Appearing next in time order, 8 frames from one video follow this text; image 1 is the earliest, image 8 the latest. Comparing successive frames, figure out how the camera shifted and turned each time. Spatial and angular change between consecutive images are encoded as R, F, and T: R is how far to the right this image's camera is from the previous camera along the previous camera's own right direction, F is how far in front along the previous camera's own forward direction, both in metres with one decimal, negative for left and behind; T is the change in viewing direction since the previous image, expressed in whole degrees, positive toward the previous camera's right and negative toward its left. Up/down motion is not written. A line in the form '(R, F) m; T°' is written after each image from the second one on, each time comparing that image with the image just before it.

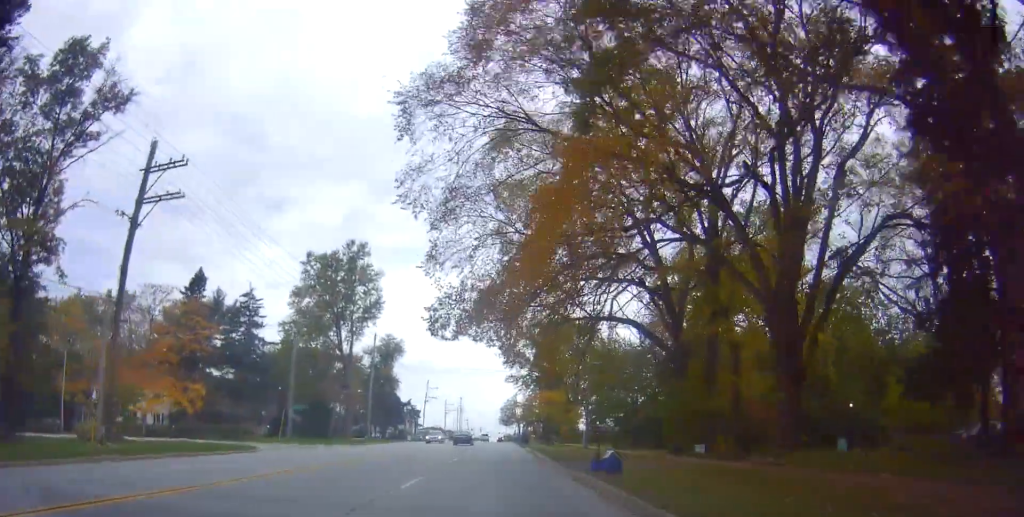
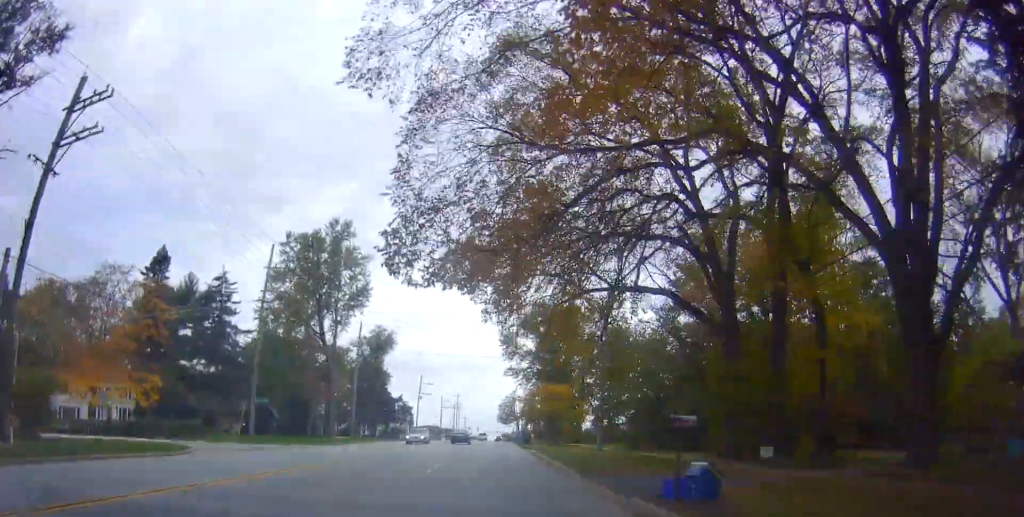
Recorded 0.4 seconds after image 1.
(+0.2, +7.9) m; 0°
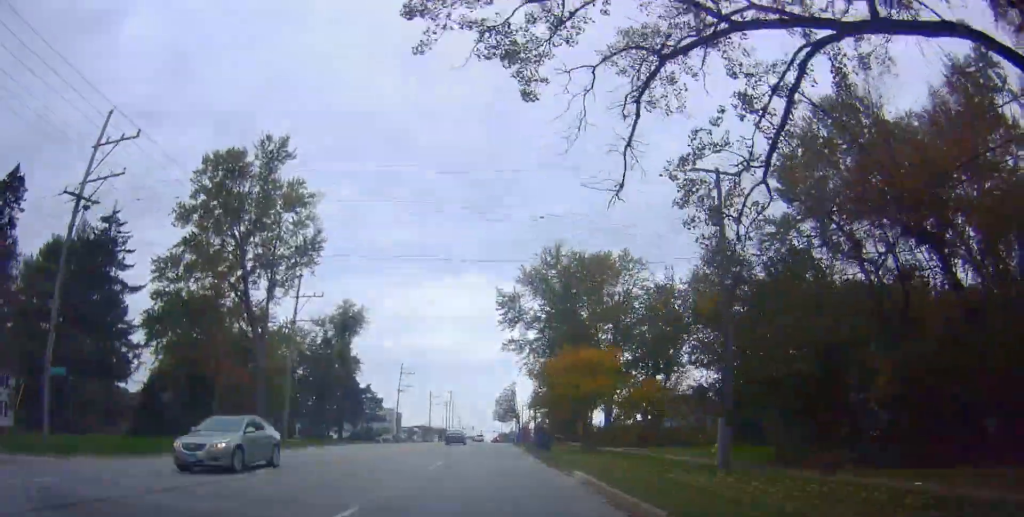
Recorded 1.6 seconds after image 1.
(-0.4, +23.3) m; 0°
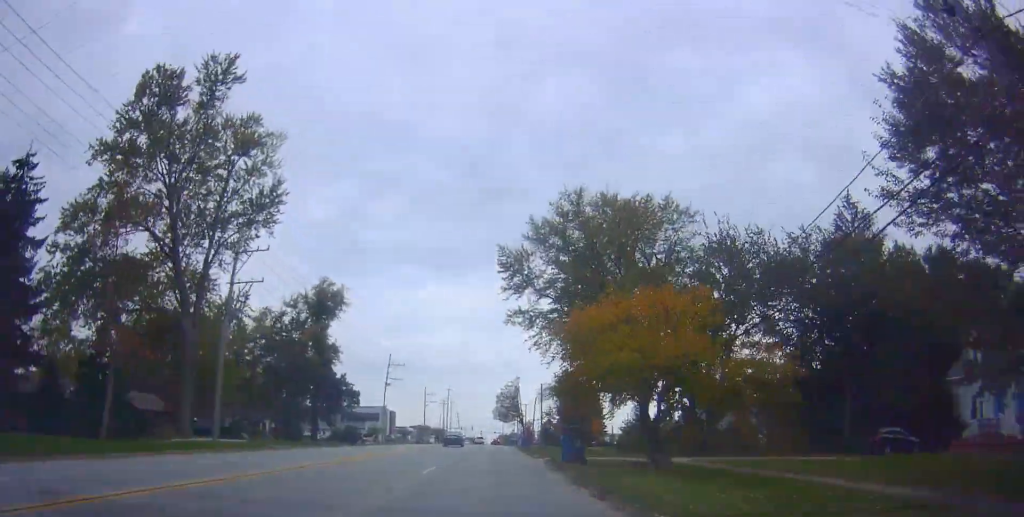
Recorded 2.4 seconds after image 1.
(+0.3, +14.0) m; +1°
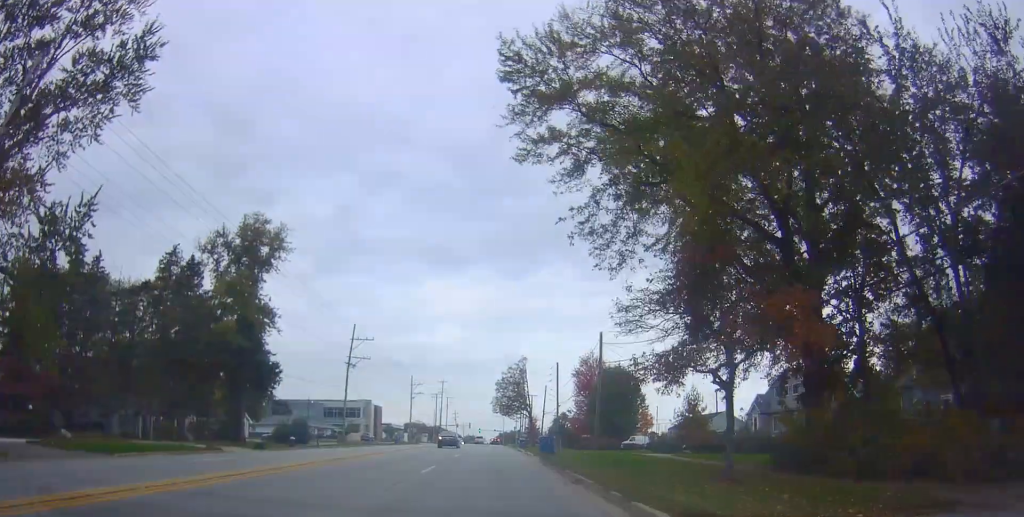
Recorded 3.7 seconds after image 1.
(-0.2, +25.0) m; -2°
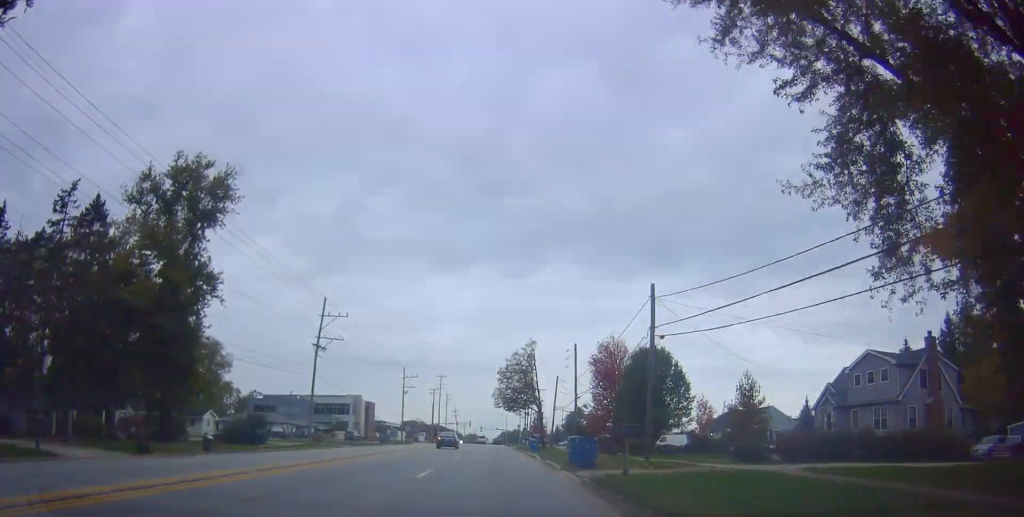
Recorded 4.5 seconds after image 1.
(-0.4, +14.1) m; 0°
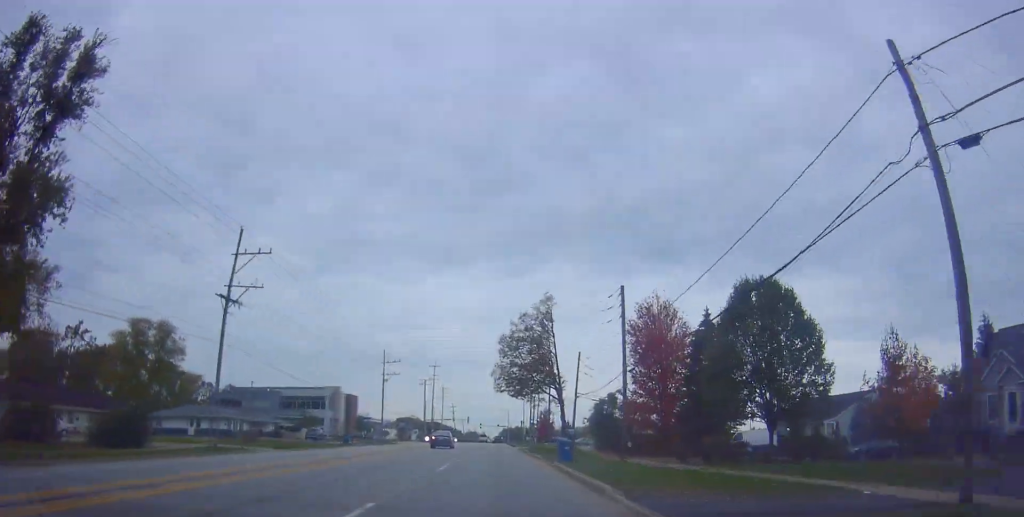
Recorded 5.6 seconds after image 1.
(+0.4, +21.3) m; 0°
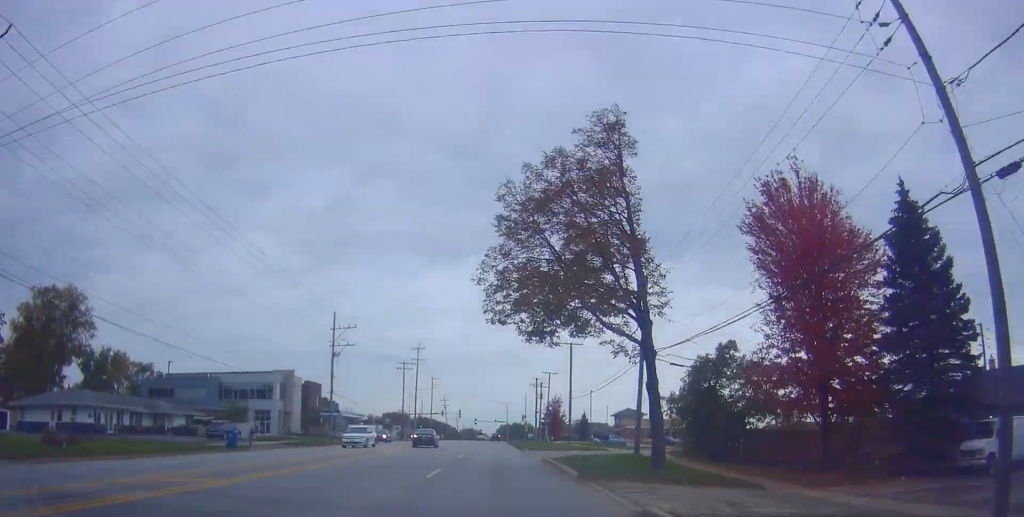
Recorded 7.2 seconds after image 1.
(-0.1, +27.7) m; +1°
